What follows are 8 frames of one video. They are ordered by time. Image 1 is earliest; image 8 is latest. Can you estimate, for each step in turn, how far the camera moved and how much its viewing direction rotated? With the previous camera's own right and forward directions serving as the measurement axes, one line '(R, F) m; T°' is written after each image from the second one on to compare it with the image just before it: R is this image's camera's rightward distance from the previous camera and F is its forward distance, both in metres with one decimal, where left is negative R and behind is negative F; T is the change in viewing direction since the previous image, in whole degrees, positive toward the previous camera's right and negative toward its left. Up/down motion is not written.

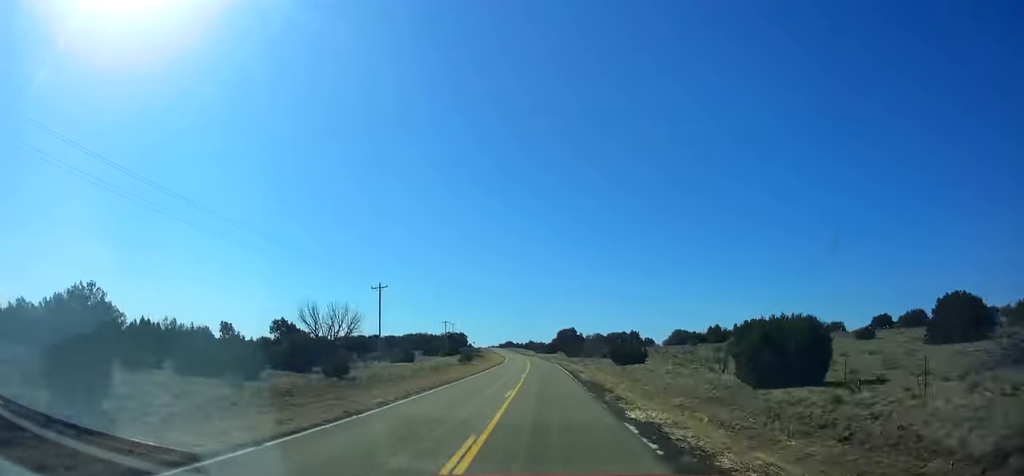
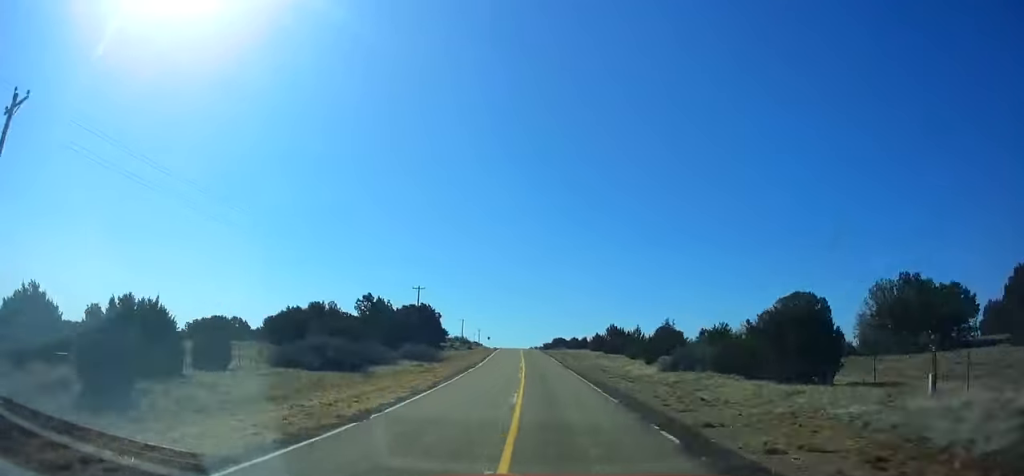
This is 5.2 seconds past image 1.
(-6.8, +149.7) m; -5°
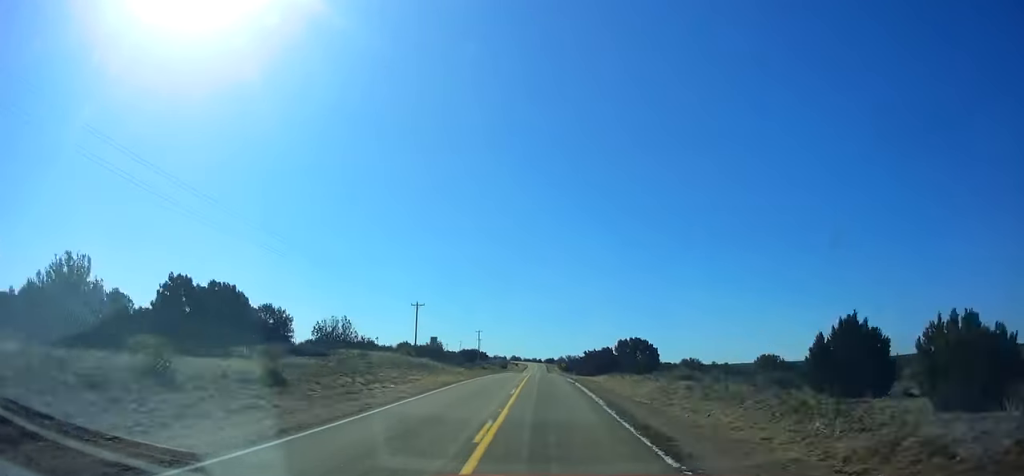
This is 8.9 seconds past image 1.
(-2.6, +105.0) m; -3°
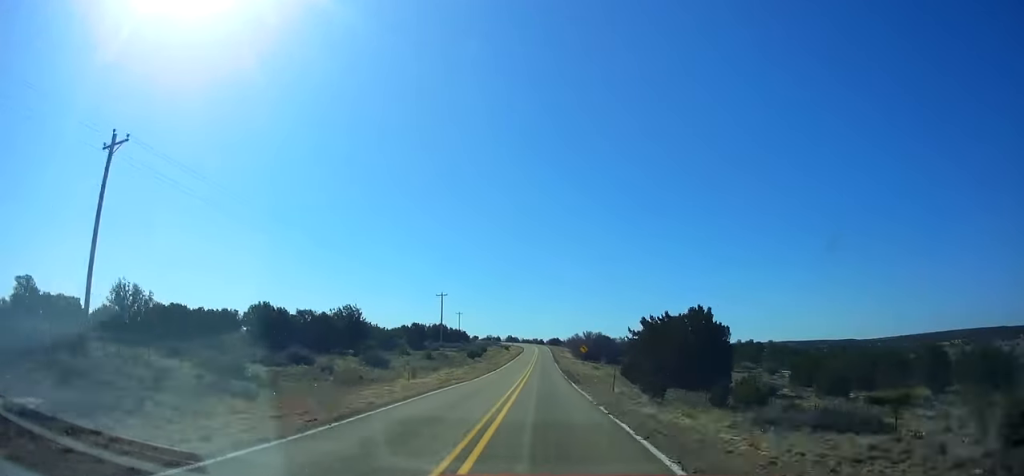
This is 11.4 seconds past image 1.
(-1.2, +70.7) m; 0°
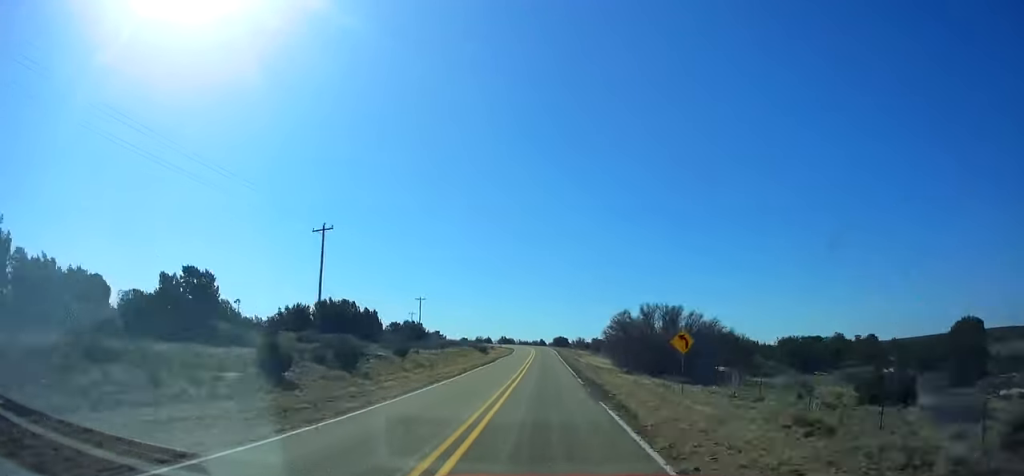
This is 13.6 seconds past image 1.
(+0.5, +61.9) m; 0°
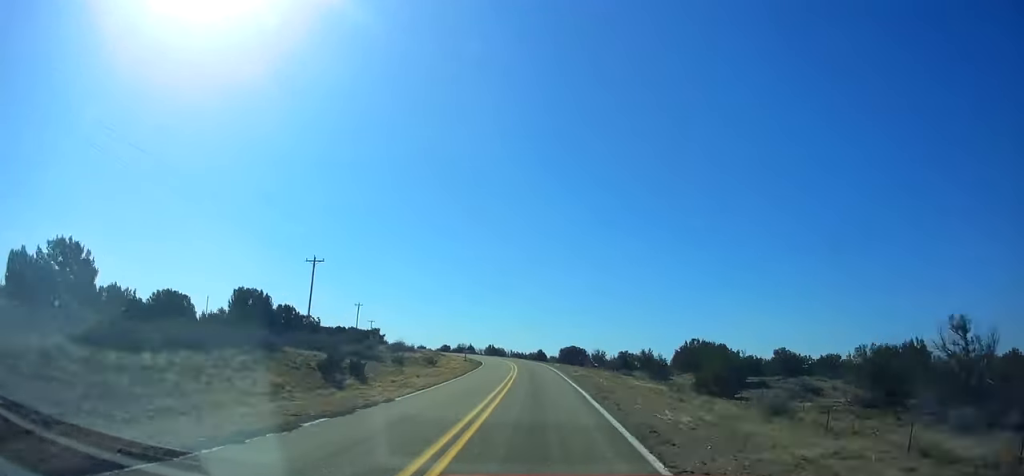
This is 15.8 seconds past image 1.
(0.0, +61.6) m; -2°
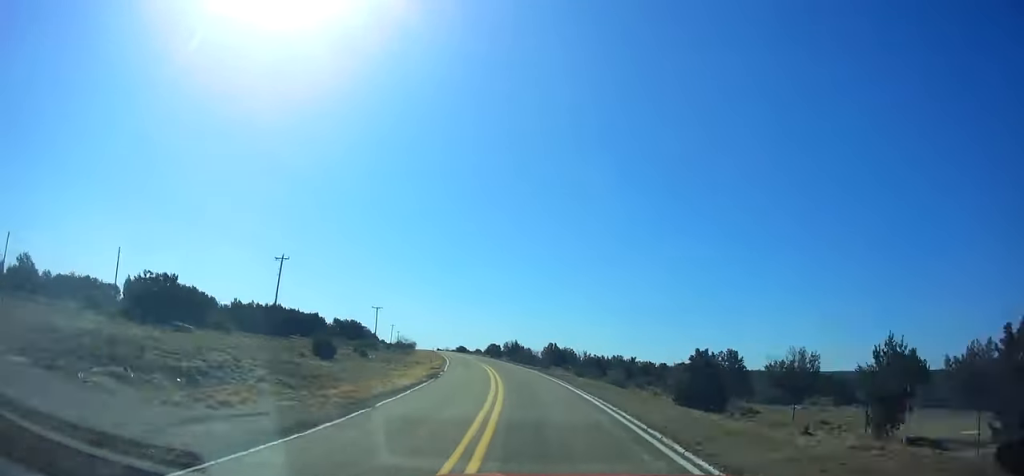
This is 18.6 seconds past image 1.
(-2.4, +77.7) m; -6°
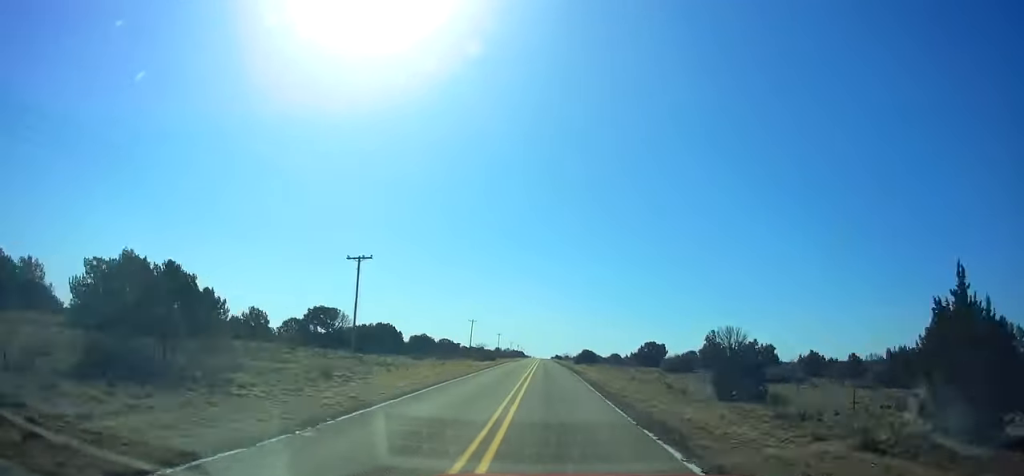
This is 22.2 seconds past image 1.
(-10.2, +99.3) m; -9°
